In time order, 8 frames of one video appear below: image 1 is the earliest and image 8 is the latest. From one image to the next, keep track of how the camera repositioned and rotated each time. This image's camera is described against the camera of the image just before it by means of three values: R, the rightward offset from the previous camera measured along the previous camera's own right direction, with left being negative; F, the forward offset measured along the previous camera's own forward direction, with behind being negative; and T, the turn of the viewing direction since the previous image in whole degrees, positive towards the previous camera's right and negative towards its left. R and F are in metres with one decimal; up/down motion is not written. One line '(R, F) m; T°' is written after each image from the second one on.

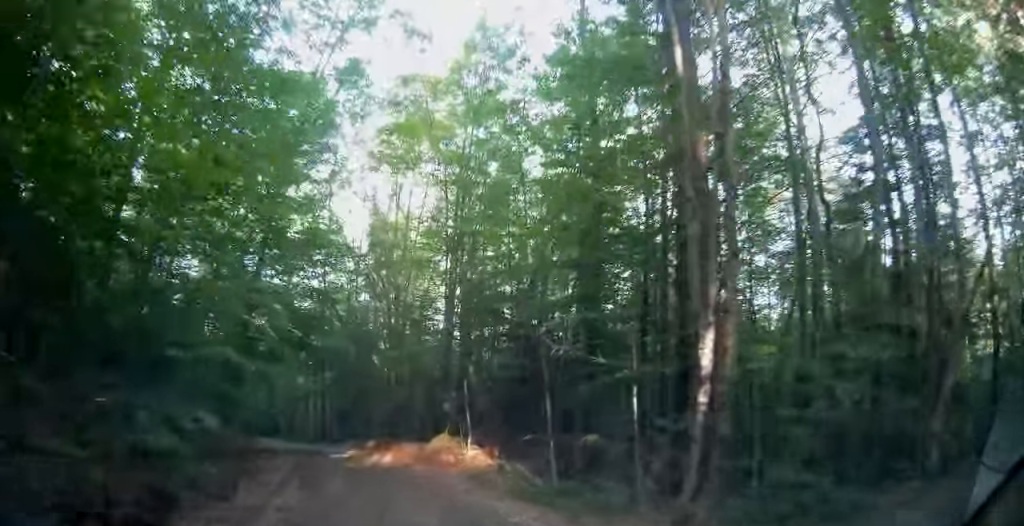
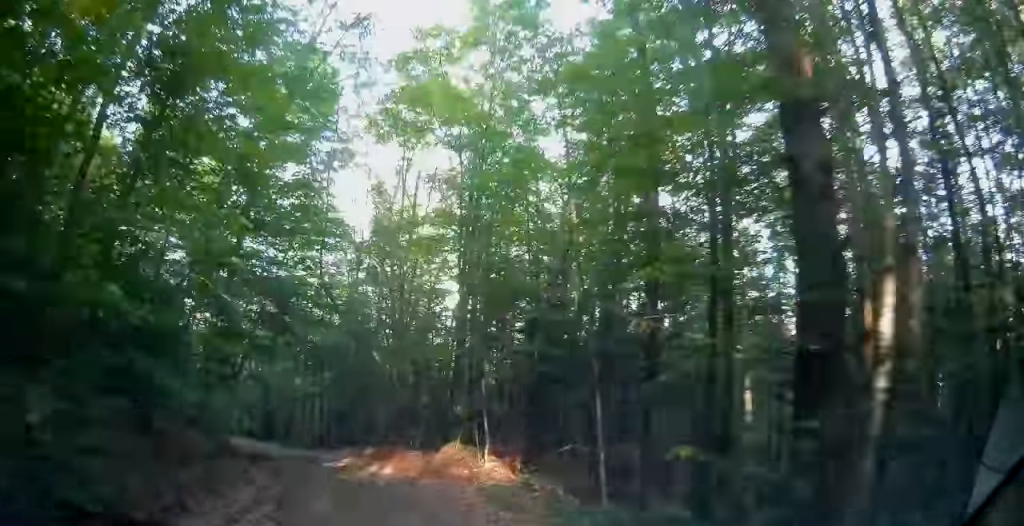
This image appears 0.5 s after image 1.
(+0.1, +3.5) m; -1°
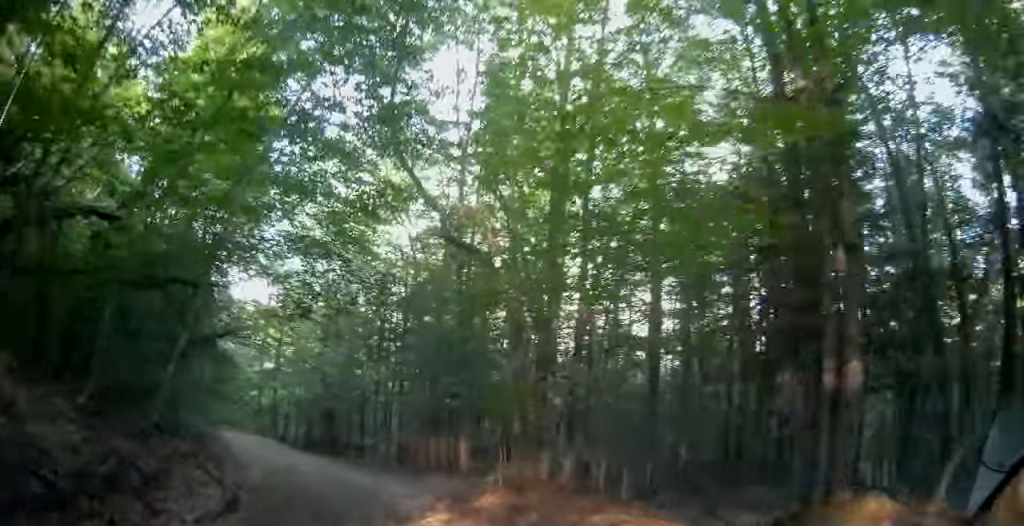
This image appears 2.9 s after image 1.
(-1.0, +15.1) m; -9°
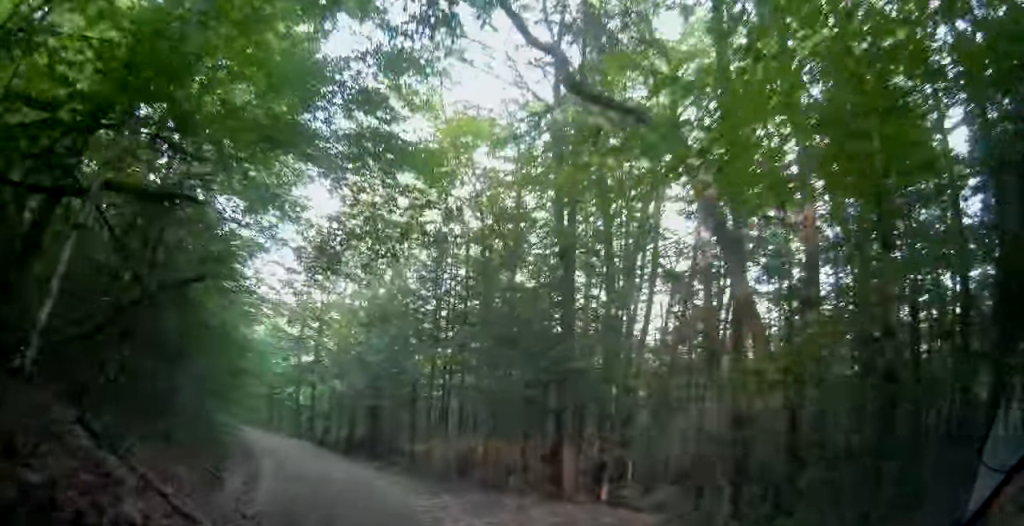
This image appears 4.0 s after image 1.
(-0.4, +6.3) m; 0°
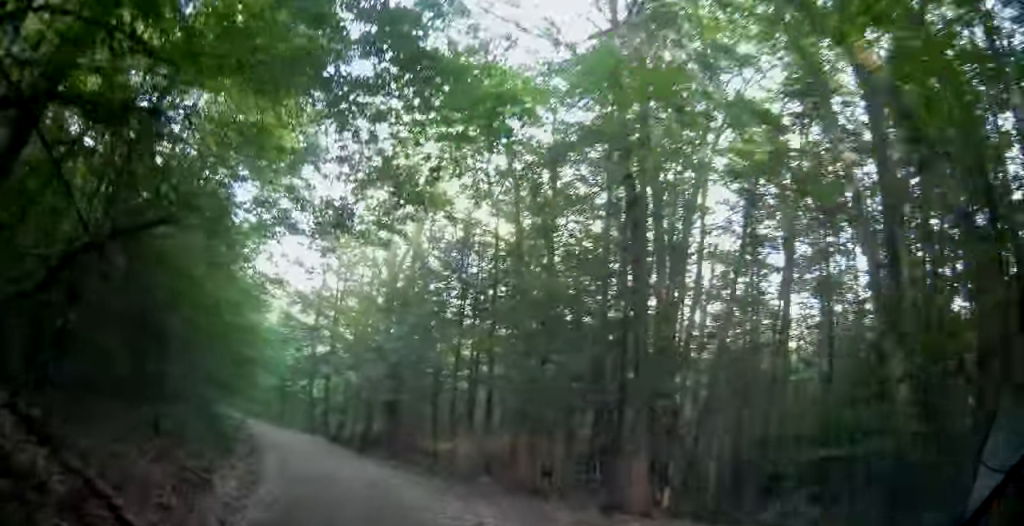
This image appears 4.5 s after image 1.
(+0.2, +2.4) m; 0°
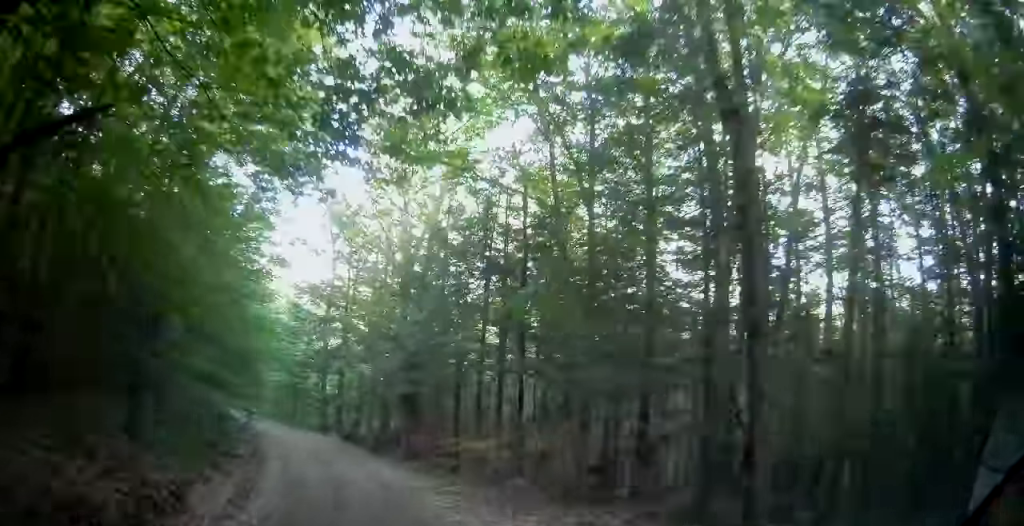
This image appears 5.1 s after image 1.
(+0.2, +2.6) m; 0°
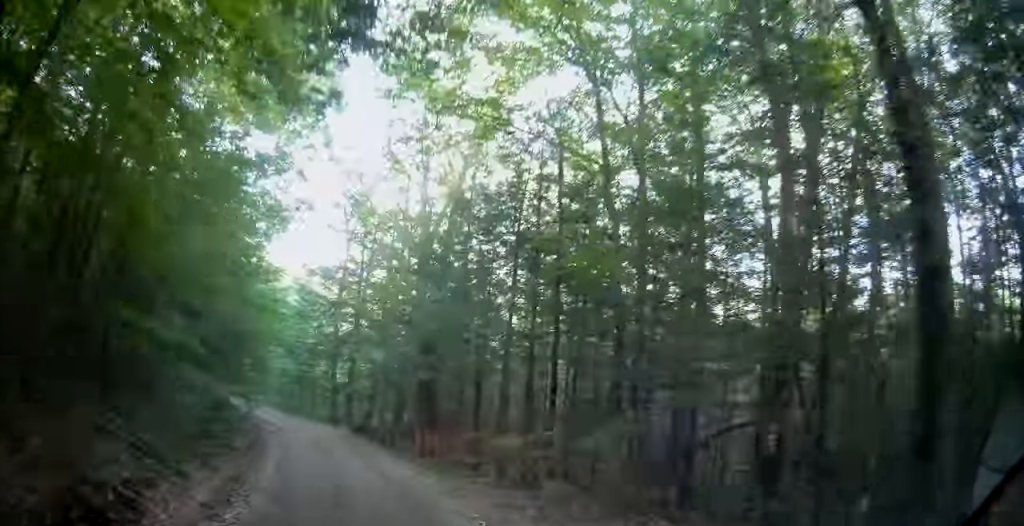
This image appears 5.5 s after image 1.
(-0.2, +2.2) m; -2°
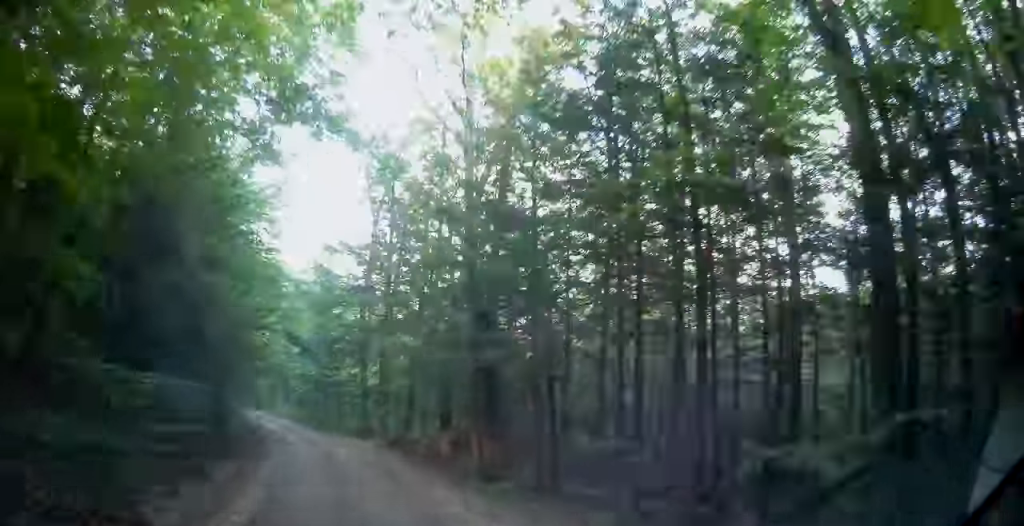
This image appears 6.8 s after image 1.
(-0.3, +5.9) m; -6°
